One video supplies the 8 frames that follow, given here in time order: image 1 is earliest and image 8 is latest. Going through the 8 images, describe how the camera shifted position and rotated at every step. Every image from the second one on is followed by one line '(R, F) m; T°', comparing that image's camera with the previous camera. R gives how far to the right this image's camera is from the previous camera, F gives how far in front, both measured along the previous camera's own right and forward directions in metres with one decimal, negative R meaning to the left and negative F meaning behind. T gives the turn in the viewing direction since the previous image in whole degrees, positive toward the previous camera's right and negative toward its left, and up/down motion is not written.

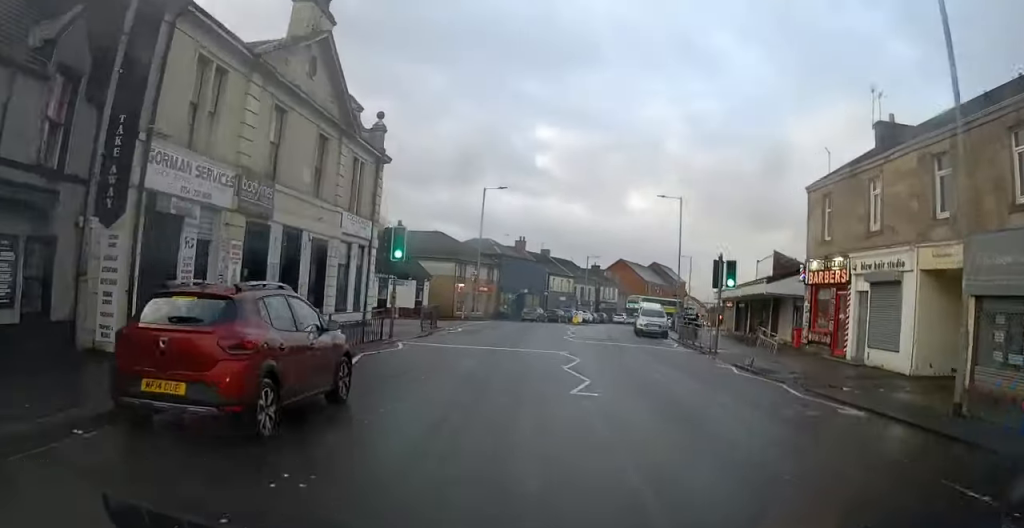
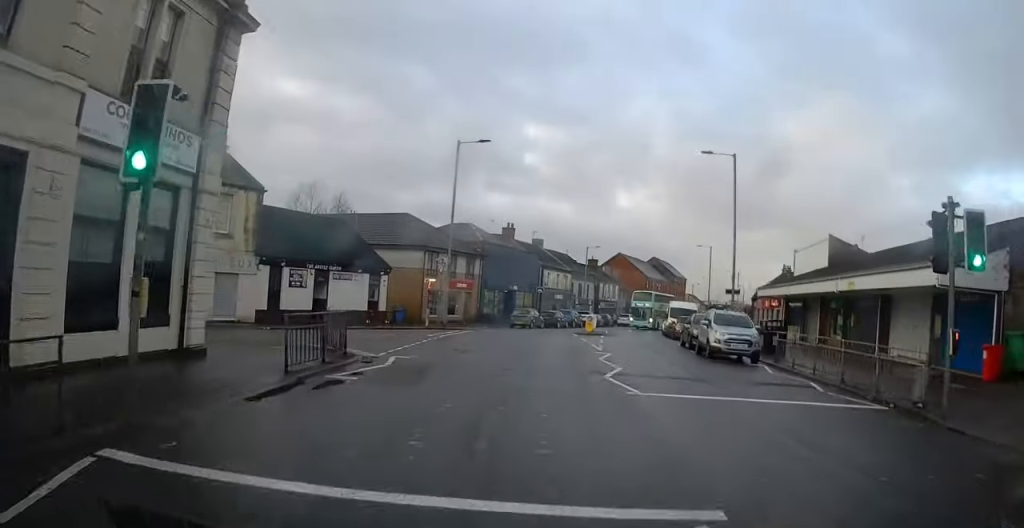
(+0.7, +14.8) m; +4°
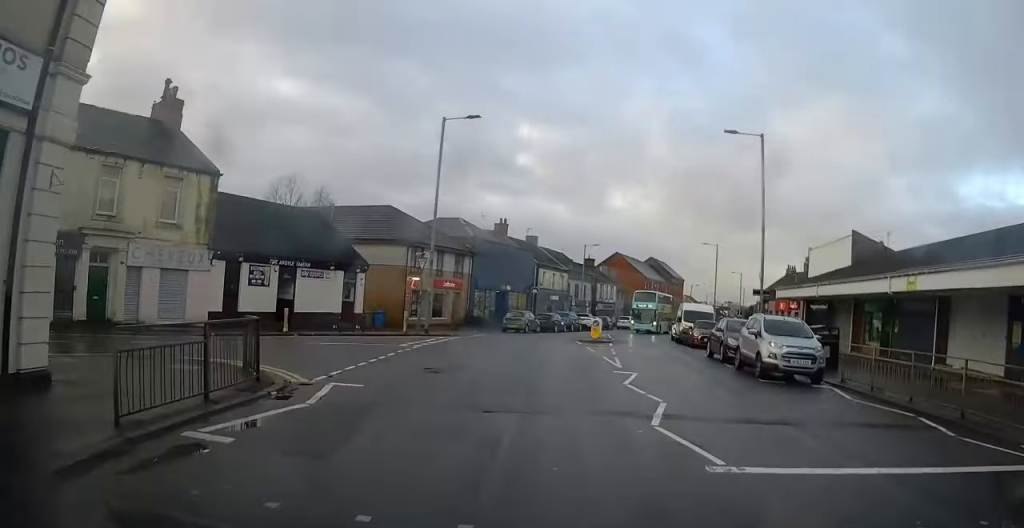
(+0.1, +5.0) m; +1°
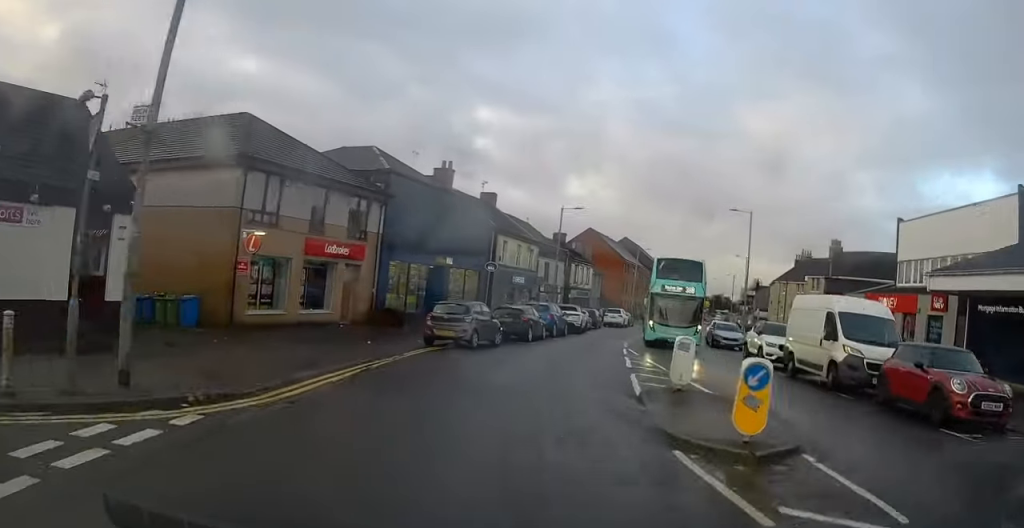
(+0.8, +22.0) m; +4°
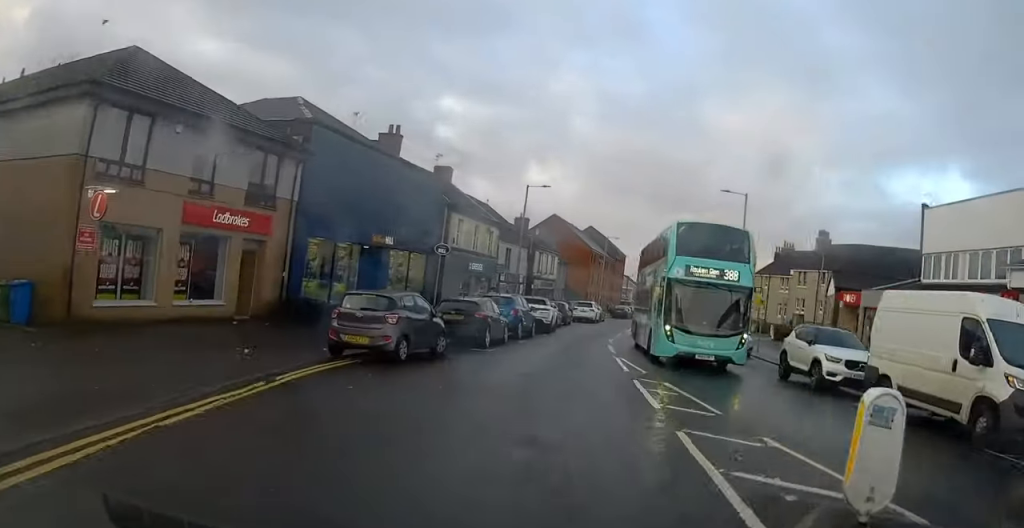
(0.0, +7.3) m; +2°
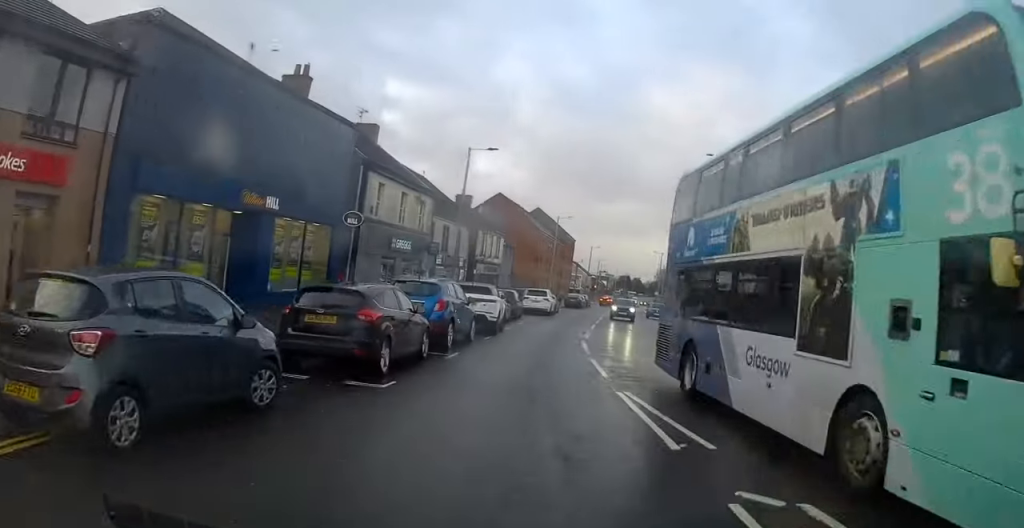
(+0.2, +9.0) m; +3°
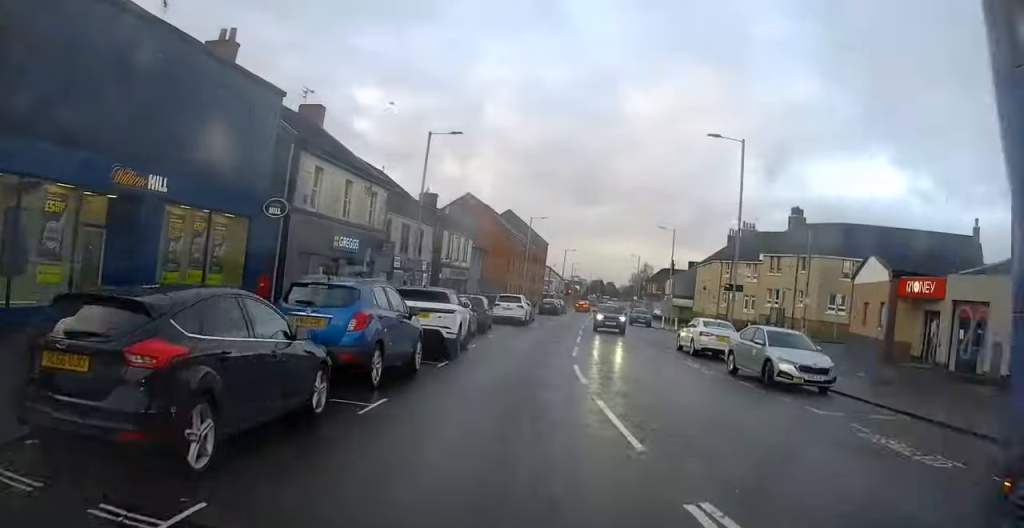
(0.0, +6.0) m; +3°
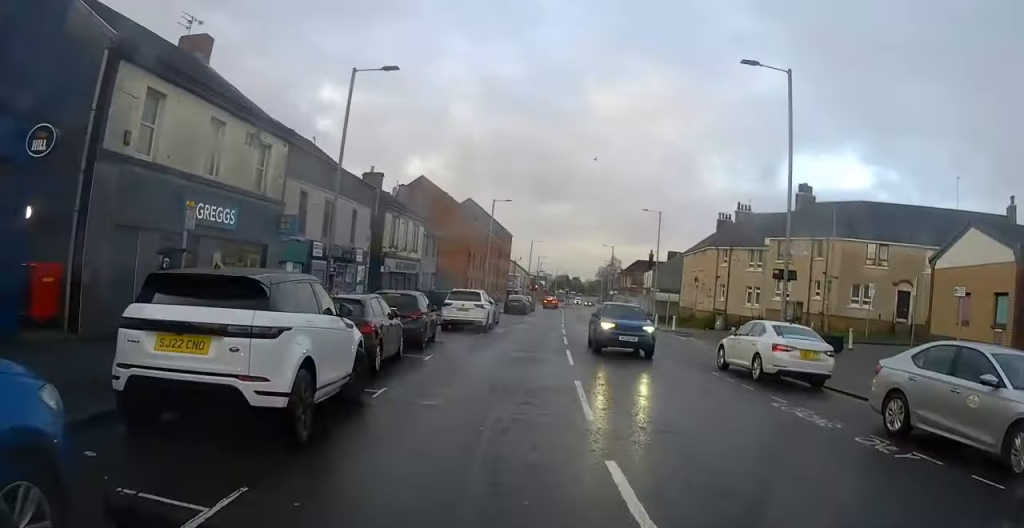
(+0.4, +10.3) m; +5°
